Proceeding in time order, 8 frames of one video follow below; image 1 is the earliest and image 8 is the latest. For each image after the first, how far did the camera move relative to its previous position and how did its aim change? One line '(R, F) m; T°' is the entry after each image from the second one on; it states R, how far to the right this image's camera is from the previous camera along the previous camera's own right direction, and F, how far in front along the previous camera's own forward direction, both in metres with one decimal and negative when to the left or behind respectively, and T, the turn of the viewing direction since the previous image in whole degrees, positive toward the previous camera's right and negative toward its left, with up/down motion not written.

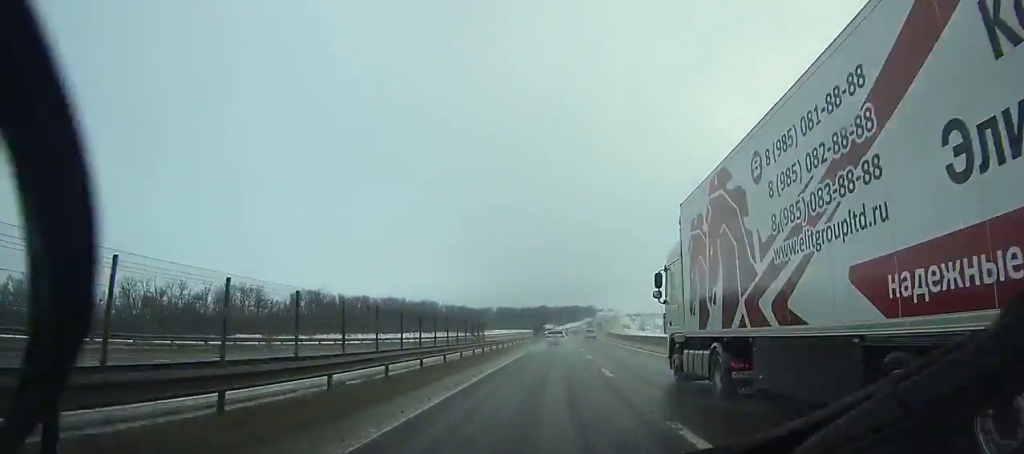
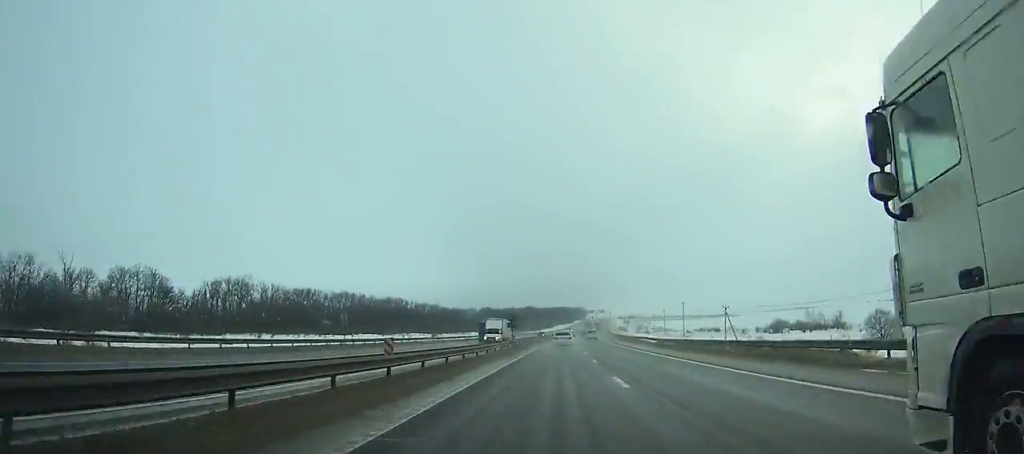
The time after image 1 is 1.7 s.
(+1.2, +51.4) m; +2°
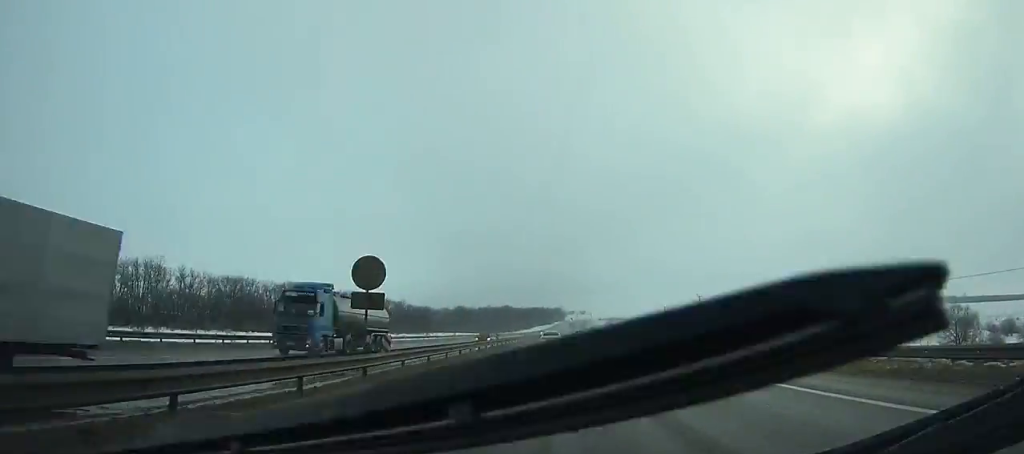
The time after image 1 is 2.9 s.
(-0.3, +36.2) m; +1°
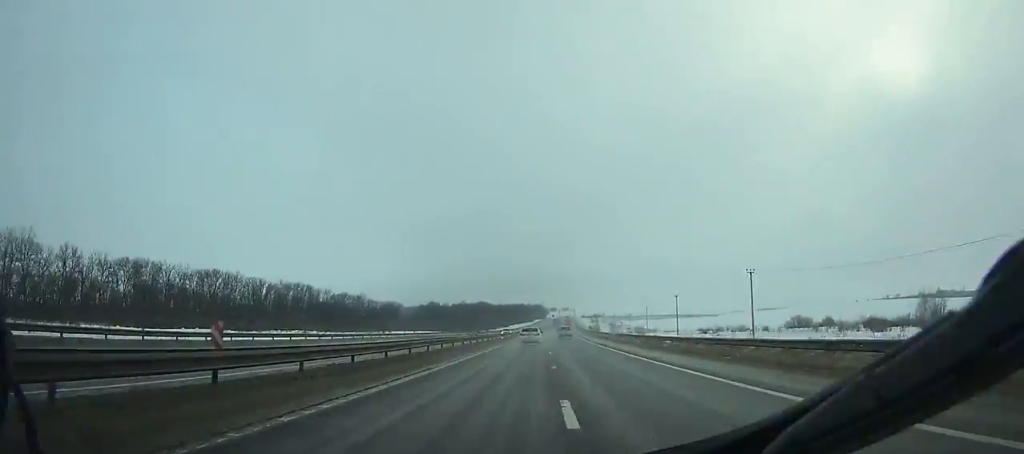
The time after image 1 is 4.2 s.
(+1.3, +38.4) m; +1°
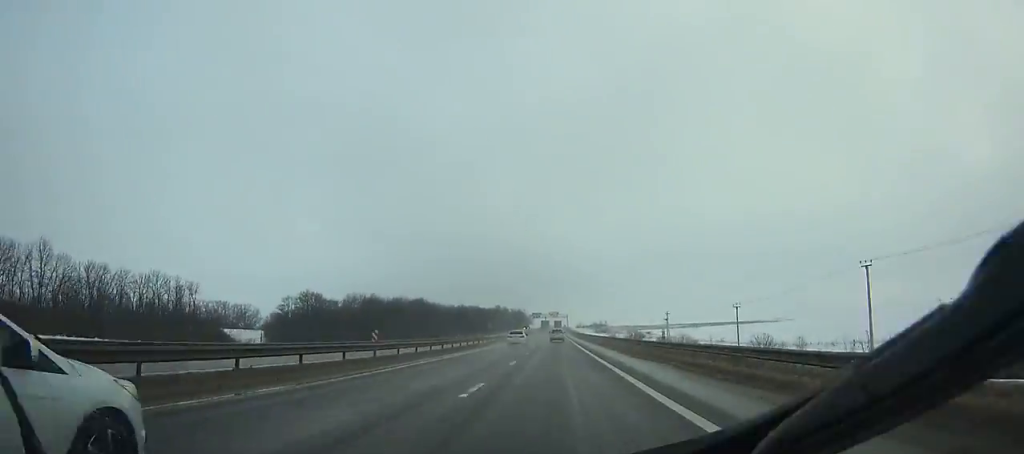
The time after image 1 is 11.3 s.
(+5.9, +200.6) m; +2°
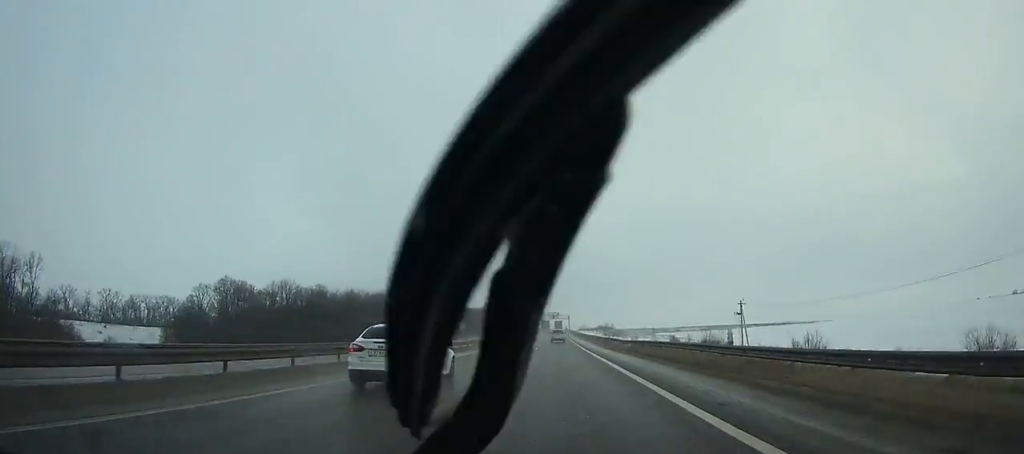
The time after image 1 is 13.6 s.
(+0.1, +60.8) m; 0°
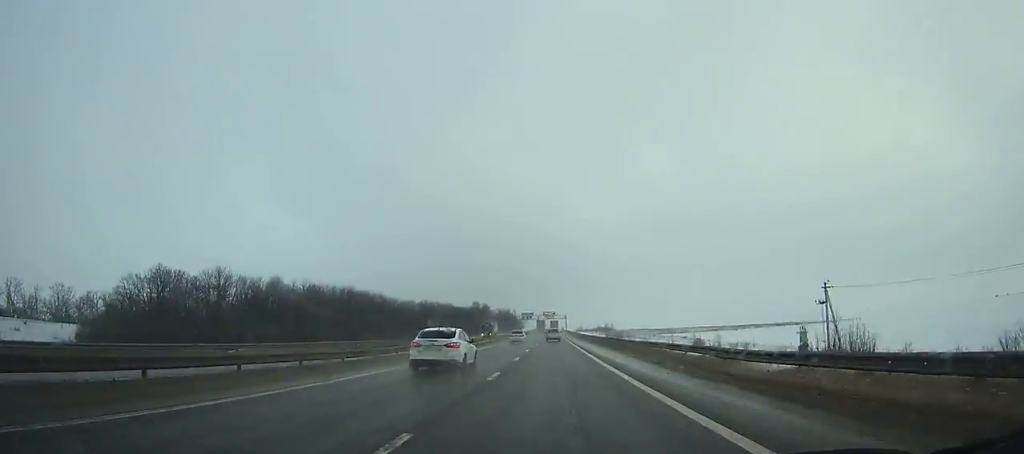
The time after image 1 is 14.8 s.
(0.0, +31.5) m; 0°
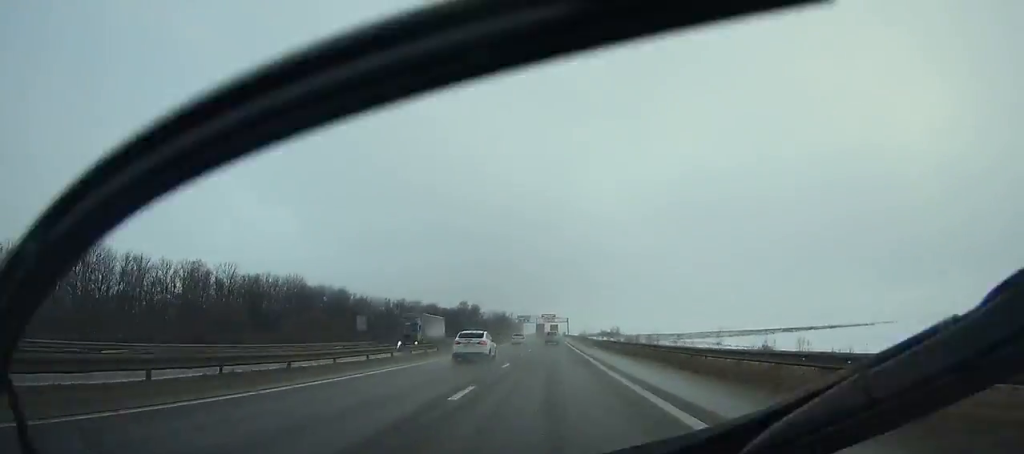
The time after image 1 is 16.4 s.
(0.0, +41.0) m; 0°
